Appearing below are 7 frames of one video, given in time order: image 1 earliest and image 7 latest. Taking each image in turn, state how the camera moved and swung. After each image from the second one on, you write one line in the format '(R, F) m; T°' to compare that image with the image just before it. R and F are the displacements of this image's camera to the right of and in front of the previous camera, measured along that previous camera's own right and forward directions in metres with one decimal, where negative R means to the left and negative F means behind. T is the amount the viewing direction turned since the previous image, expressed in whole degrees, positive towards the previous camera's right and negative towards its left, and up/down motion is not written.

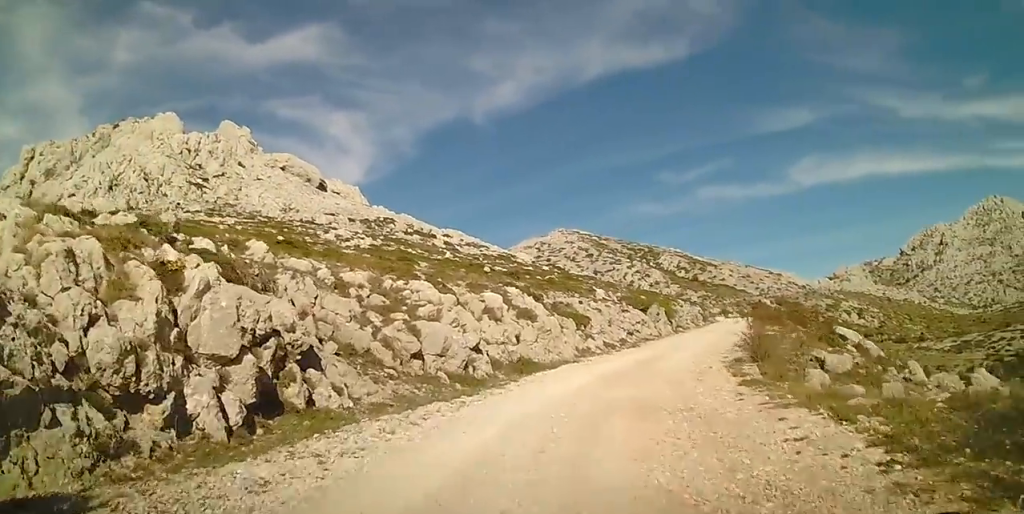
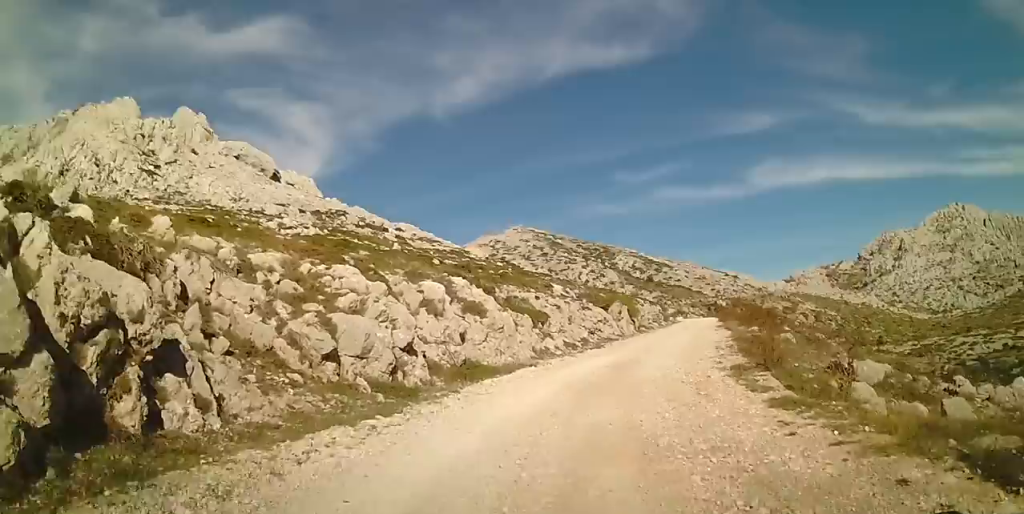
(+0.3, +3.2) m; +6°
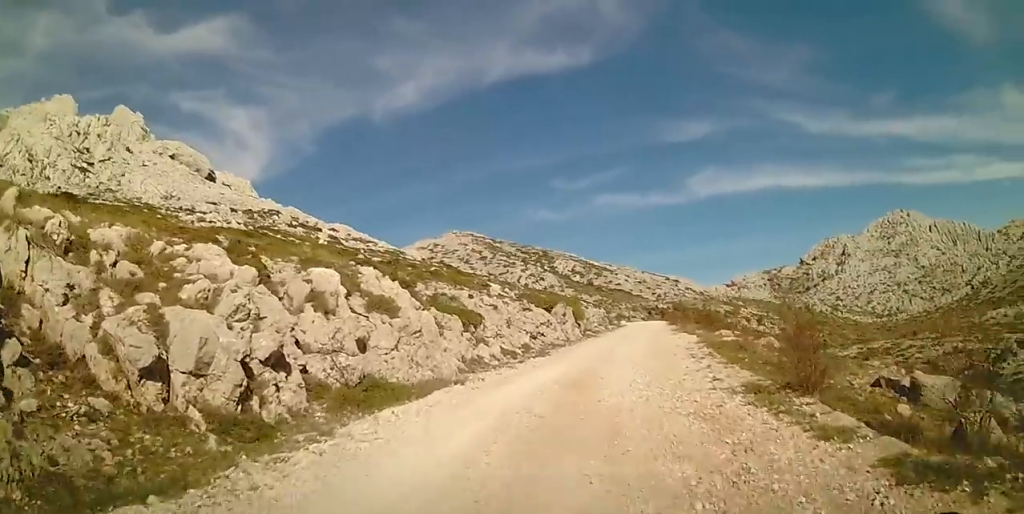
(+0.2, +3.9) m; +6°
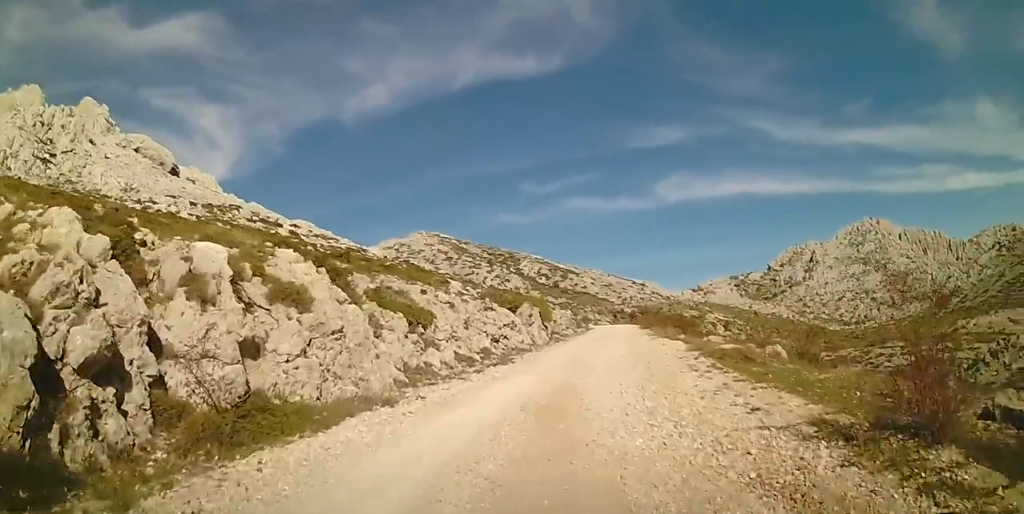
(+0.1, +3.2) m; +4°
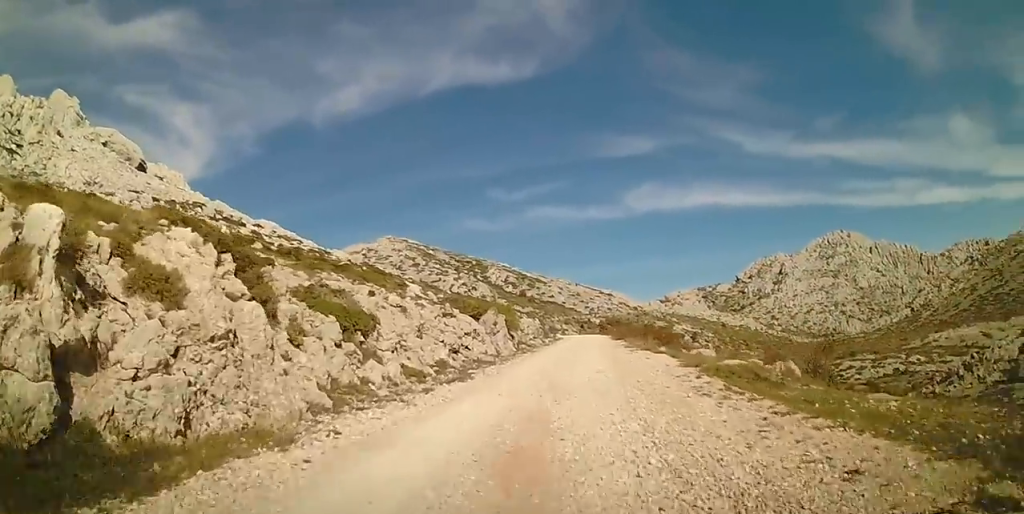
(+0.1, +2.8) m; +3°
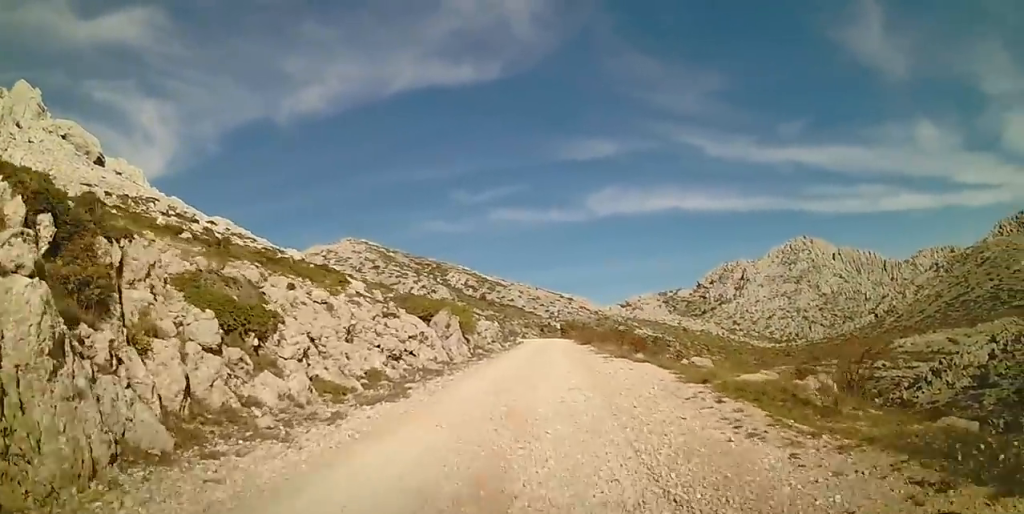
(+0.1, +3.4) m; +4°
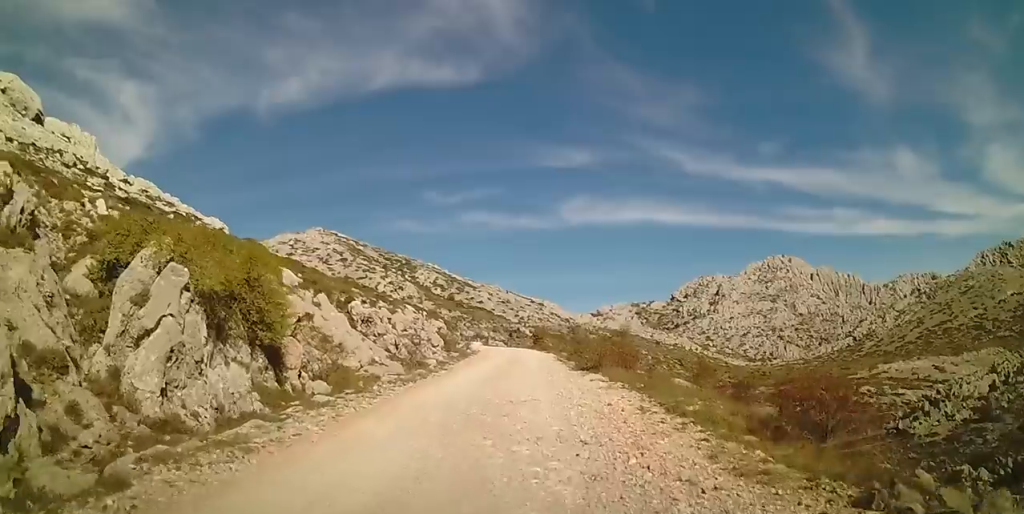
(+0.8, +19.8) m; 0°
